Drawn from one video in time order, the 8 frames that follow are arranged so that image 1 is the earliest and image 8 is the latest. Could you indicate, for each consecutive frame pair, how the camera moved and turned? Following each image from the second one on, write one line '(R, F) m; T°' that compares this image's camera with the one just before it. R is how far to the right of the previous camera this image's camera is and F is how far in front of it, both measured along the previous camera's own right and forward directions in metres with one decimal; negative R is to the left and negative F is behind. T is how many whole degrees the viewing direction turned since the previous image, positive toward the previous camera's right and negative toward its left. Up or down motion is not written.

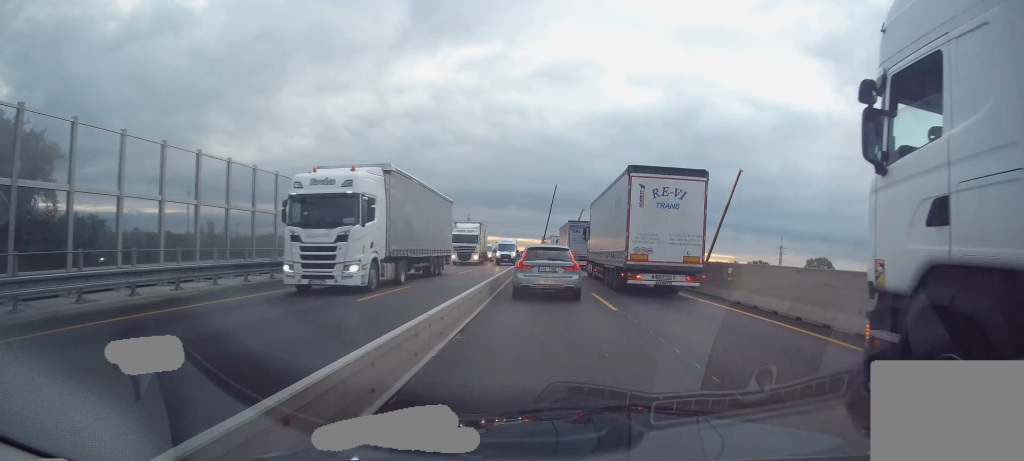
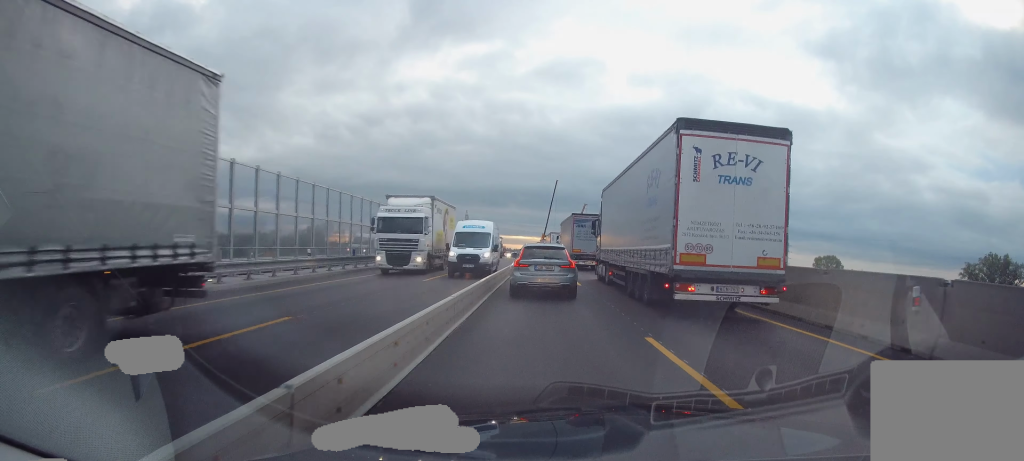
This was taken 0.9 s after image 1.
(-0.2, +9.4) m; 0°
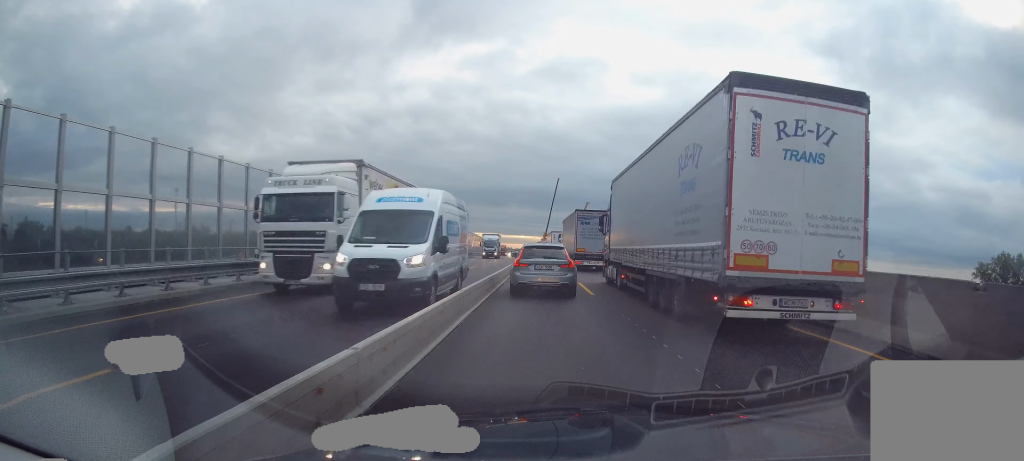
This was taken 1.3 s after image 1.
(+0.2, +4.8) m; 0°
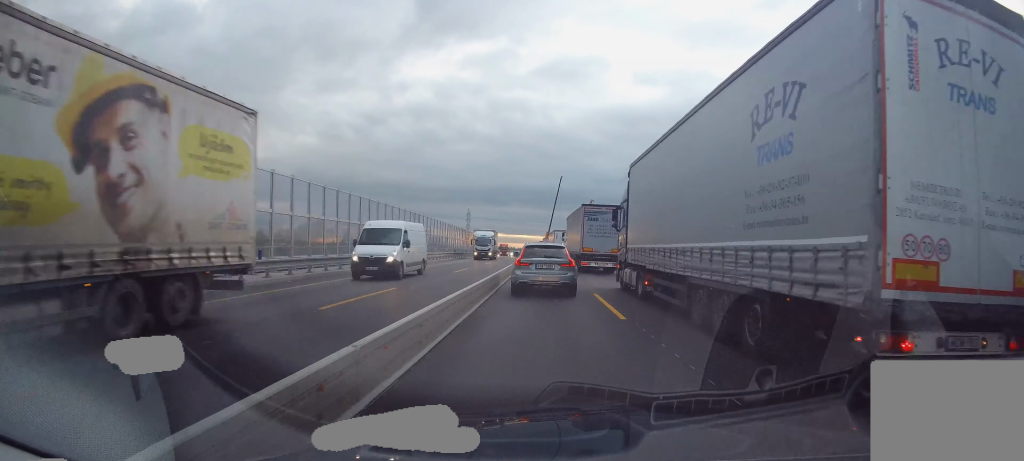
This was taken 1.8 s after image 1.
(+0.1, +5.7) m; -1°
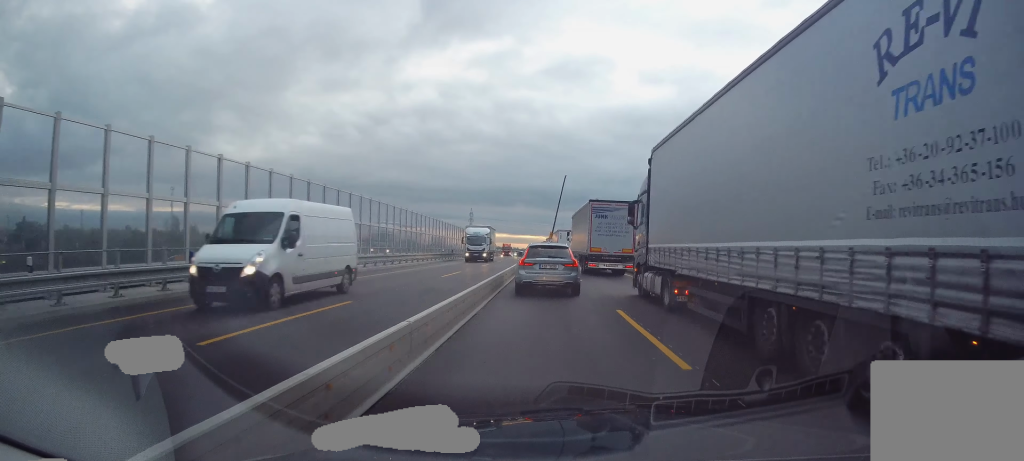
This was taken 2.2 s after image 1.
(-0.2, +4.4) m; -1°
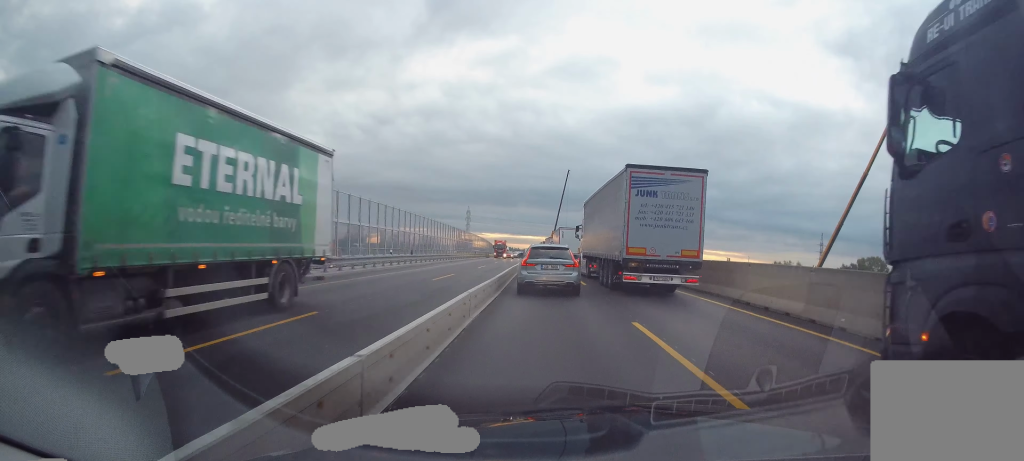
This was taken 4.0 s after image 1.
(0.0, +19.6) m; +1°
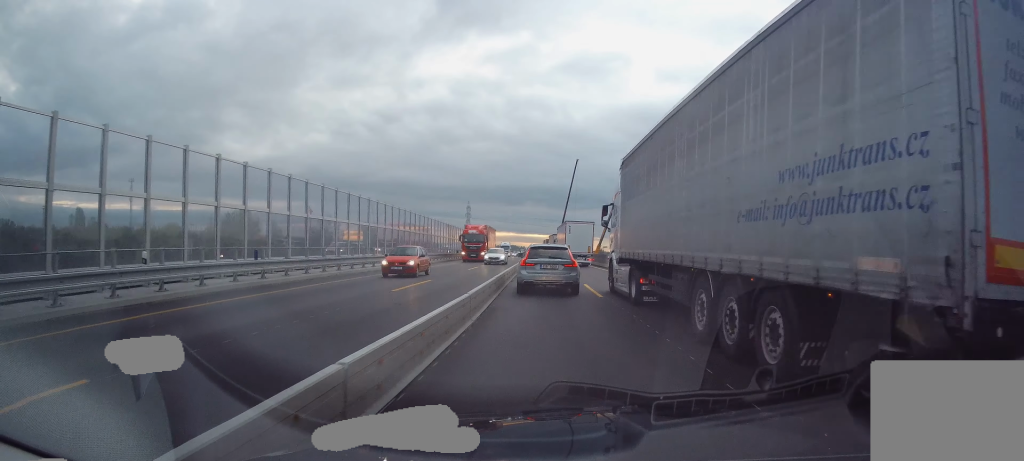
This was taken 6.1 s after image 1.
(+0.1, +24.3) m; 0°
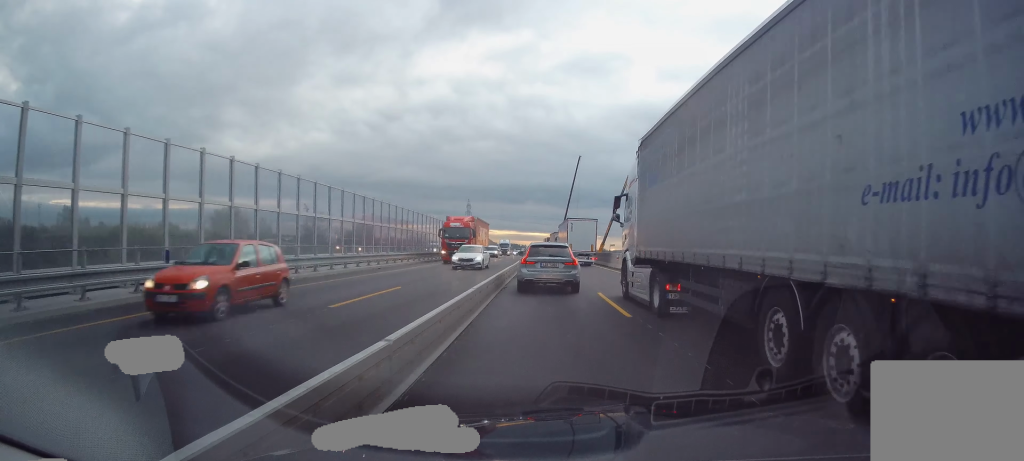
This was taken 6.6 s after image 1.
(+0.2, +5.1) m; 0°
